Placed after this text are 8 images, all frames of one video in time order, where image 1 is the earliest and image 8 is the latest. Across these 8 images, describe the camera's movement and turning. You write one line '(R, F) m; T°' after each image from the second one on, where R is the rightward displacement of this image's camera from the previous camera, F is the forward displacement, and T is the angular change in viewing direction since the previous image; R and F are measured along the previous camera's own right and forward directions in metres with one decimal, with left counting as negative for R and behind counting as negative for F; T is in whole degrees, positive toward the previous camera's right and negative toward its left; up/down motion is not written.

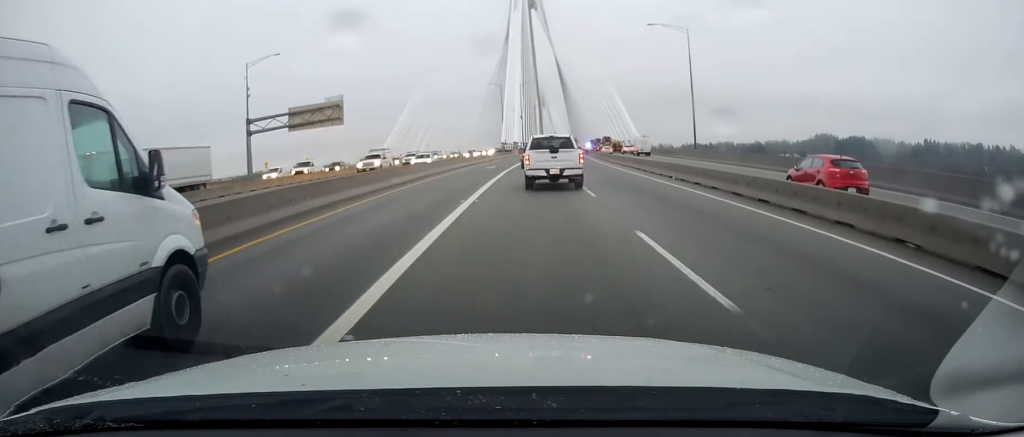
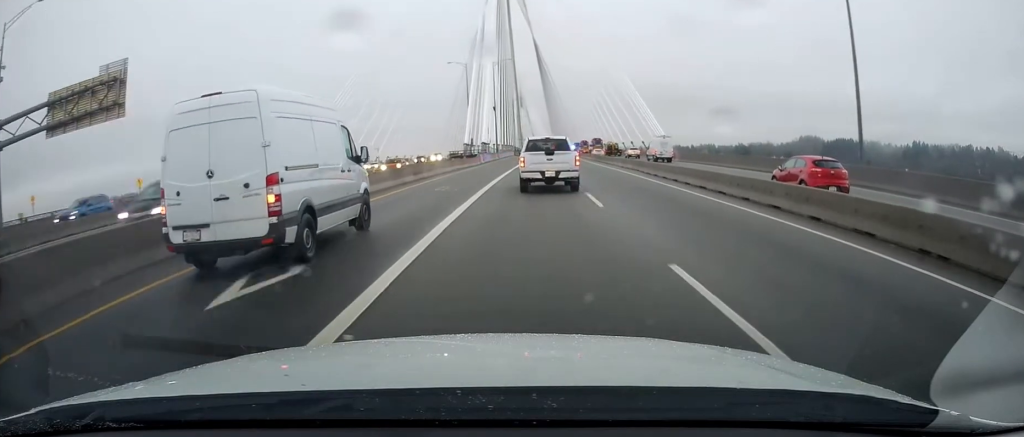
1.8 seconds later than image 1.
(+0.8, +41.7) m; +2°
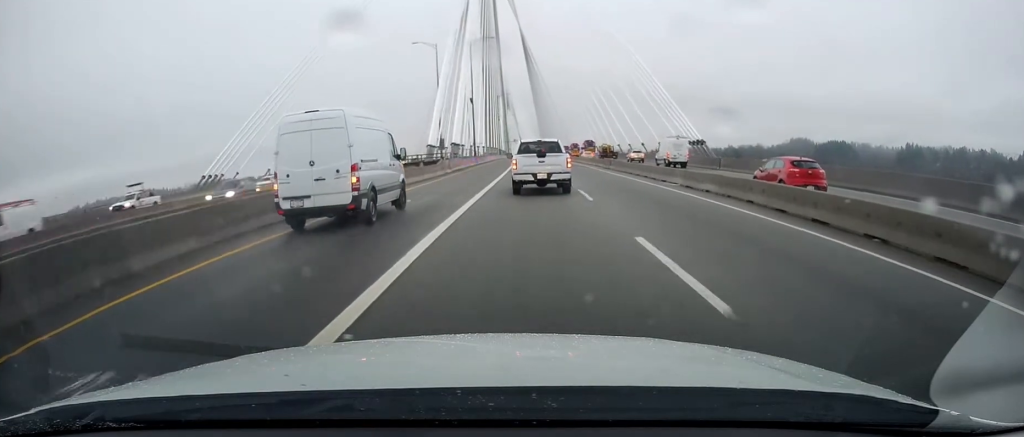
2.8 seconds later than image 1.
(+0.3, +23.5) m; +1°
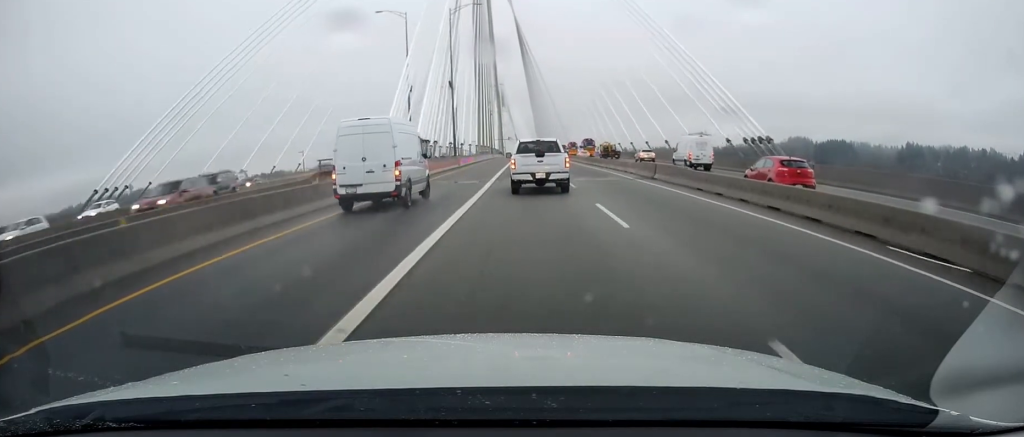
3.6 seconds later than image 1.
(+0.1, +19.7) m; 0°
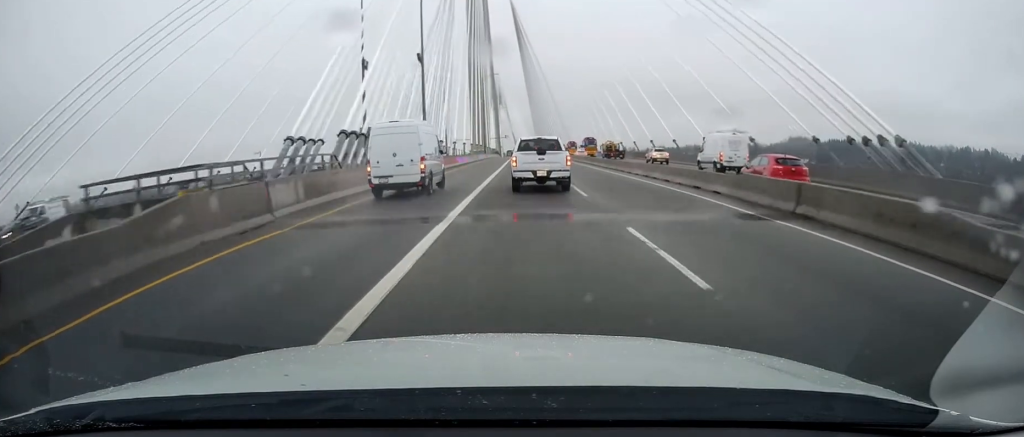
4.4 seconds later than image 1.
(-0.5, +18.1) m; 0°
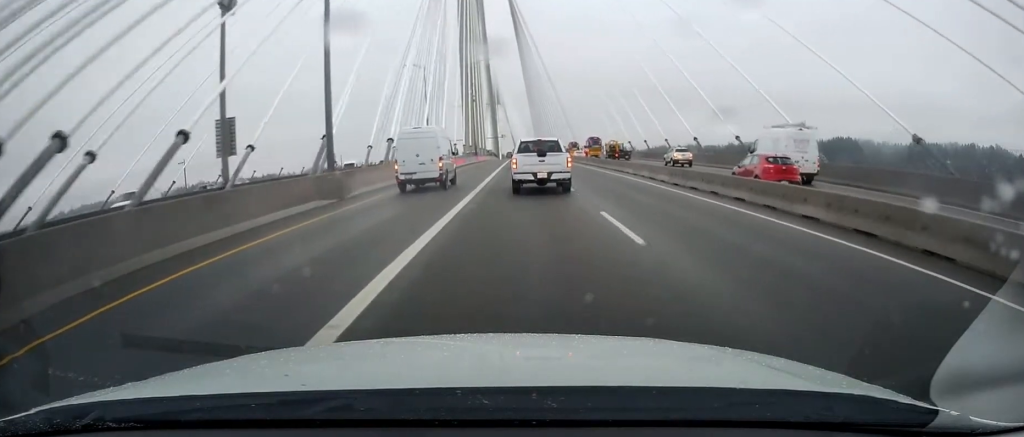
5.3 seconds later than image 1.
(+0.6, +23.0) m; +1°
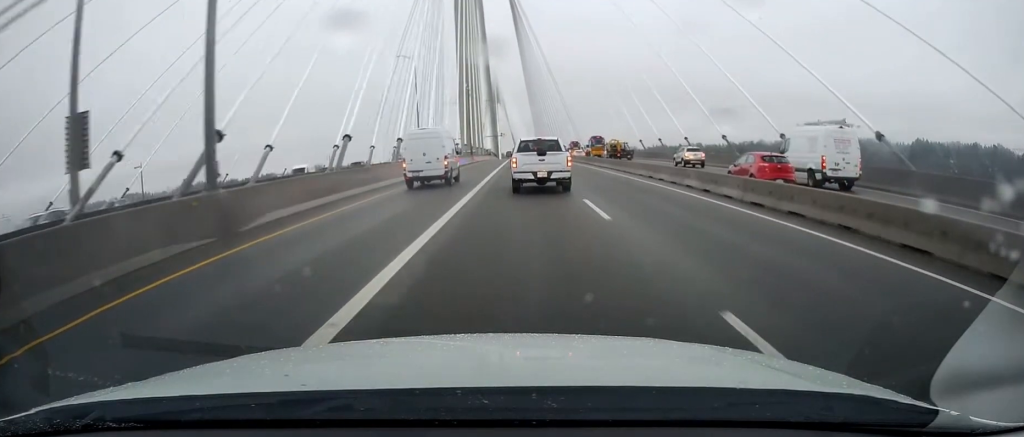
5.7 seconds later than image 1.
(0.0, +9.6) m; -1°
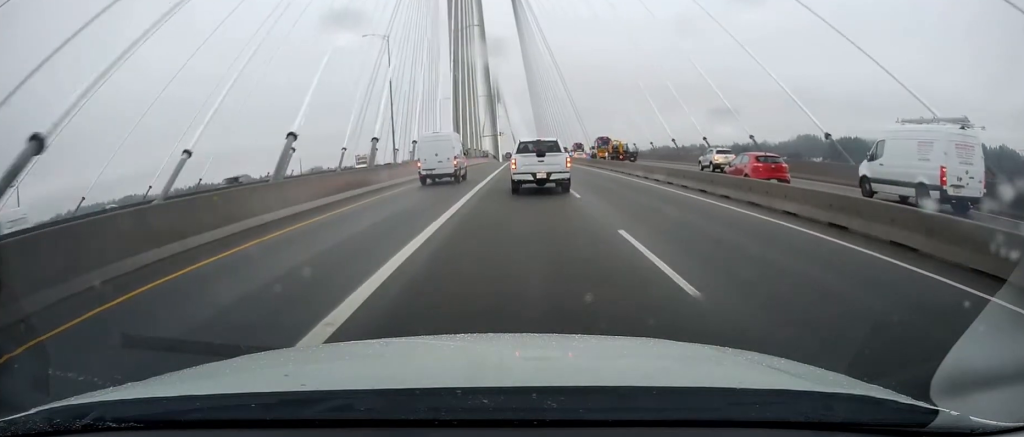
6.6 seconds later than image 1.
(-0.1, +19.9) m; -1°
